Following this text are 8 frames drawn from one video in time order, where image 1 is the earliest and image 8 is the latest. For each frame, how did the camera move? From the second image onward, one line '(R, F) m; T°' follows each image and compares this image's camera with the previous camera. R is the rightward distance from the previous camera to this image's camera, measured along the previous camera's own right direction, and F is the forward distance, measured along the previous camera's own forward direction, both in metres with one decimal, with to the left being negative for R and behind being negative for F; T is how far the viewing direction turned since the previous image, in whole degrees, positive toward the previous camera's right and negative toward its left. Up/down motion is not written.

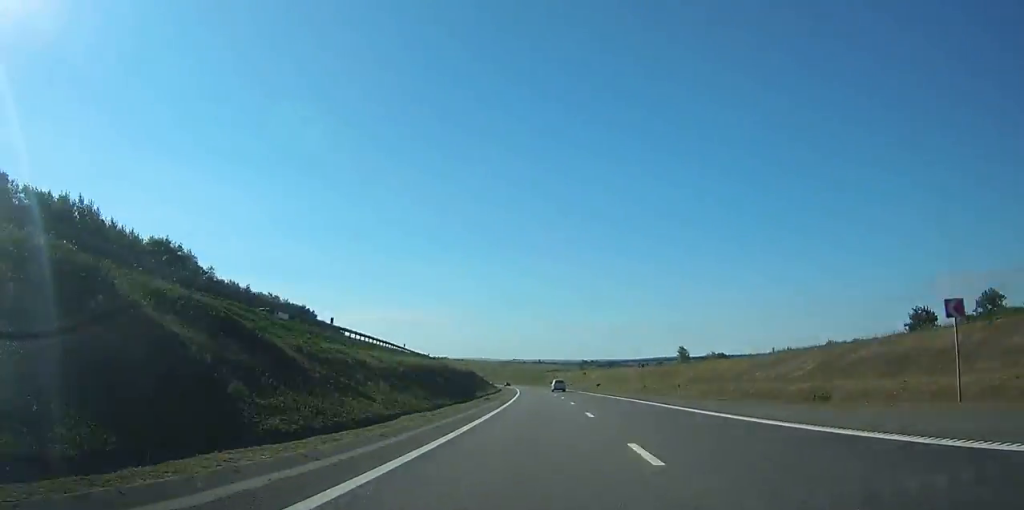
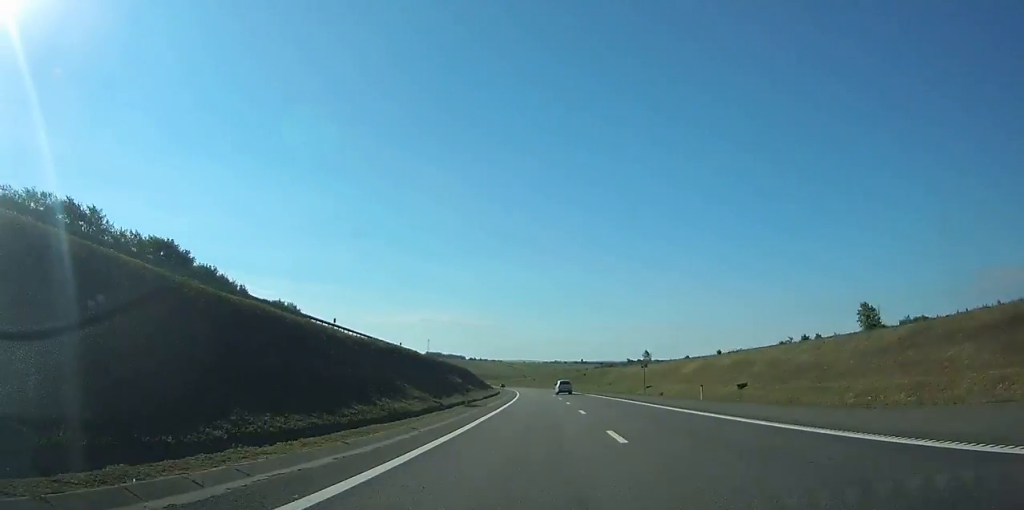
(-3.5, +105.1) m; -4°
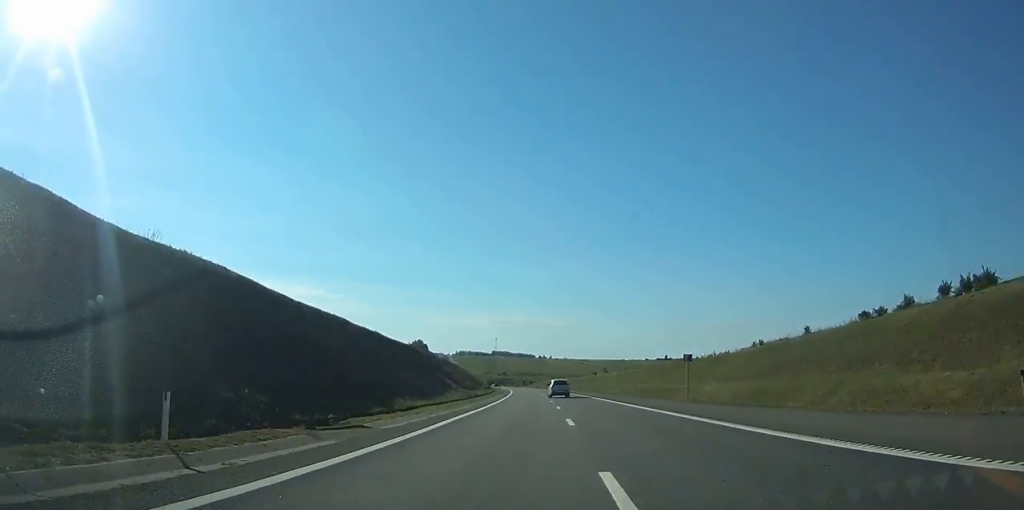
(-10.0, +167.7) m; -7°
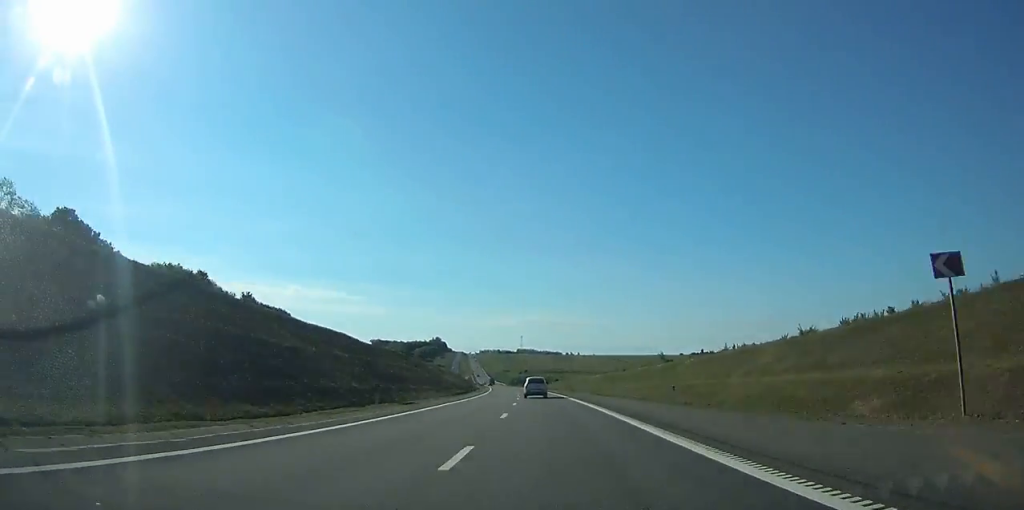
(-1.4, +74.9) m; -4°
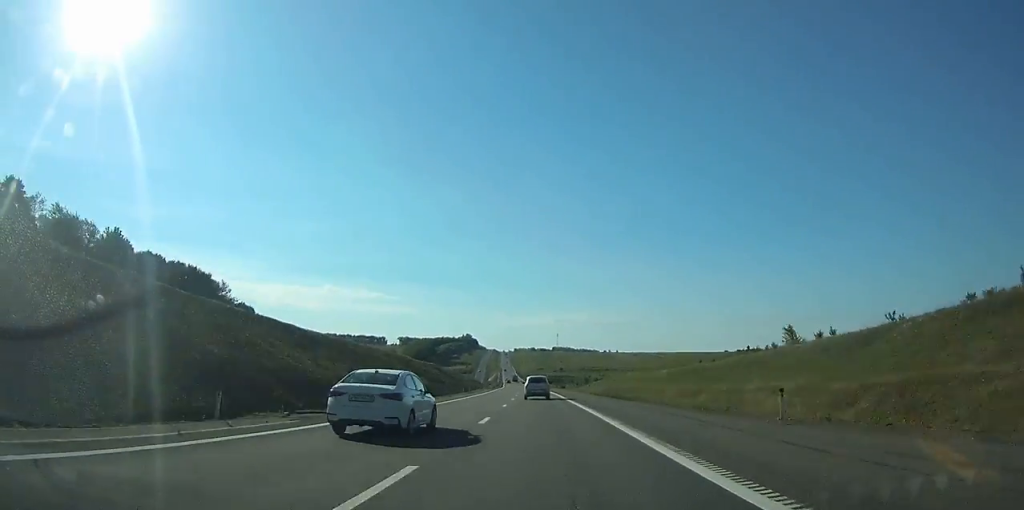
(-2.4, +56.4) m; -3°
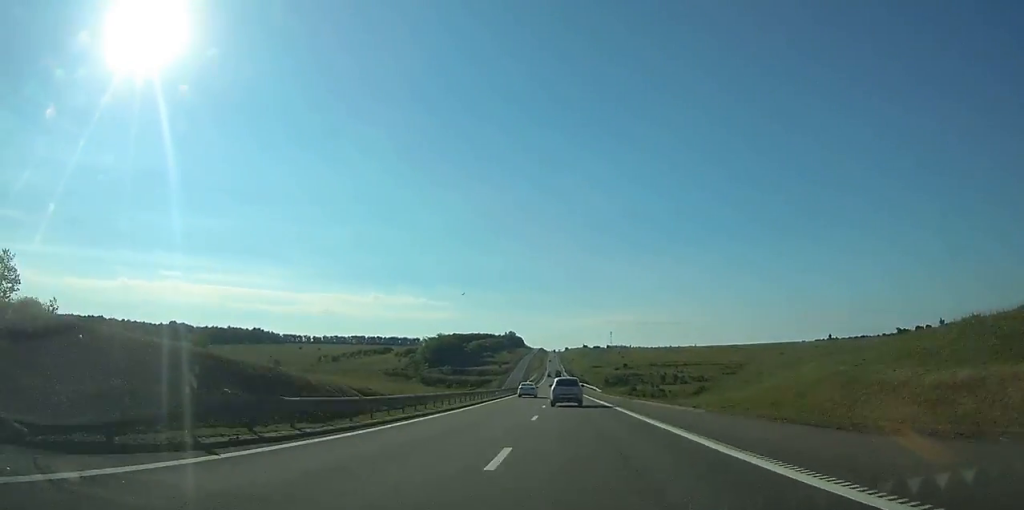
(-5.5, +125.6) m; -4°
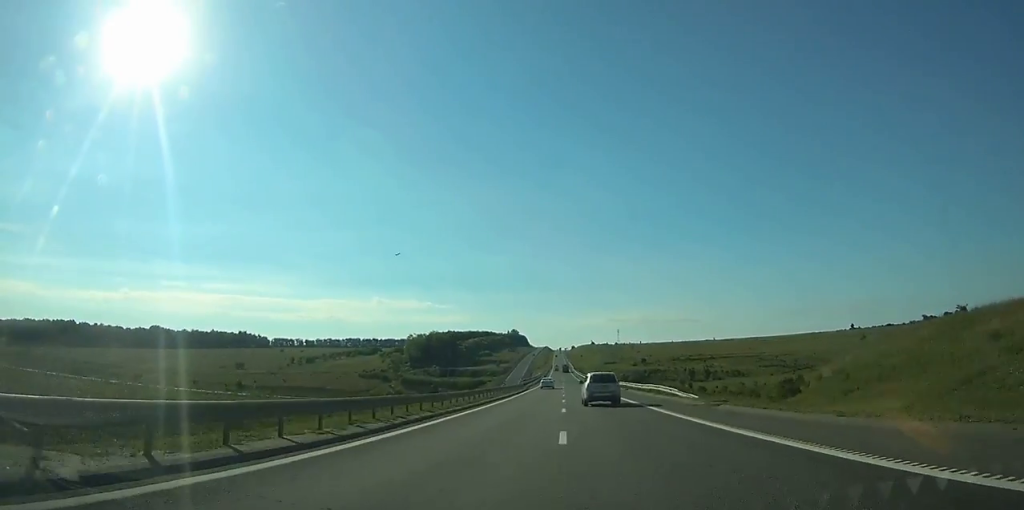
(-0.6, +56.3) m; -1°
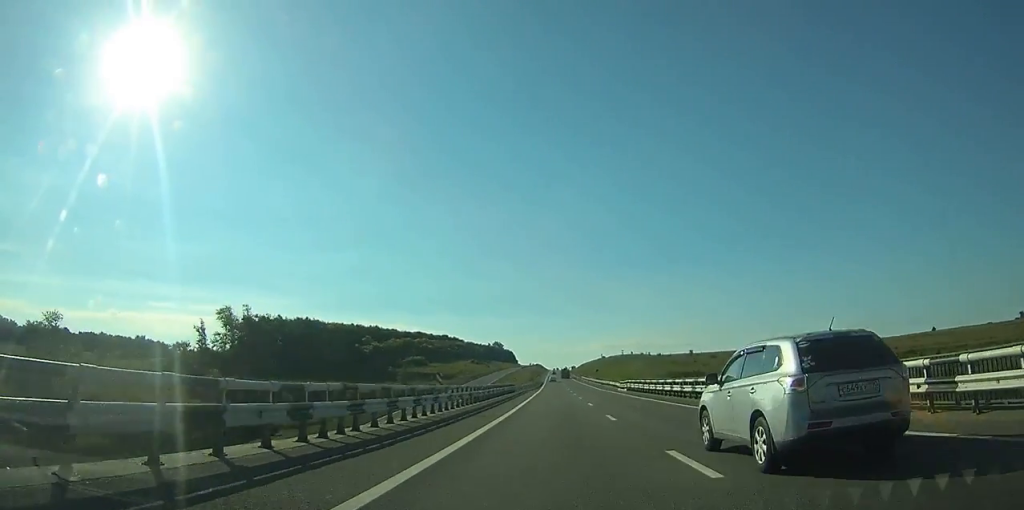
(-0.3, +213.0) m; 0°
